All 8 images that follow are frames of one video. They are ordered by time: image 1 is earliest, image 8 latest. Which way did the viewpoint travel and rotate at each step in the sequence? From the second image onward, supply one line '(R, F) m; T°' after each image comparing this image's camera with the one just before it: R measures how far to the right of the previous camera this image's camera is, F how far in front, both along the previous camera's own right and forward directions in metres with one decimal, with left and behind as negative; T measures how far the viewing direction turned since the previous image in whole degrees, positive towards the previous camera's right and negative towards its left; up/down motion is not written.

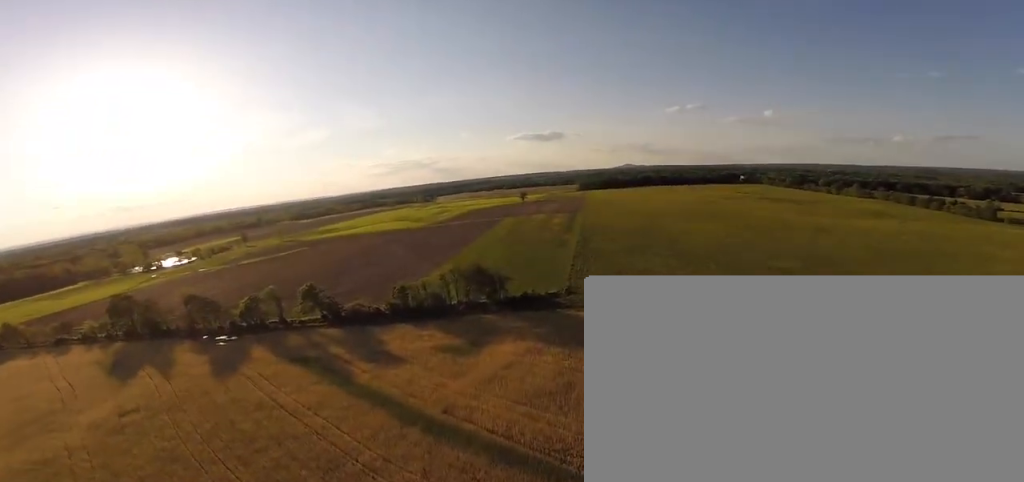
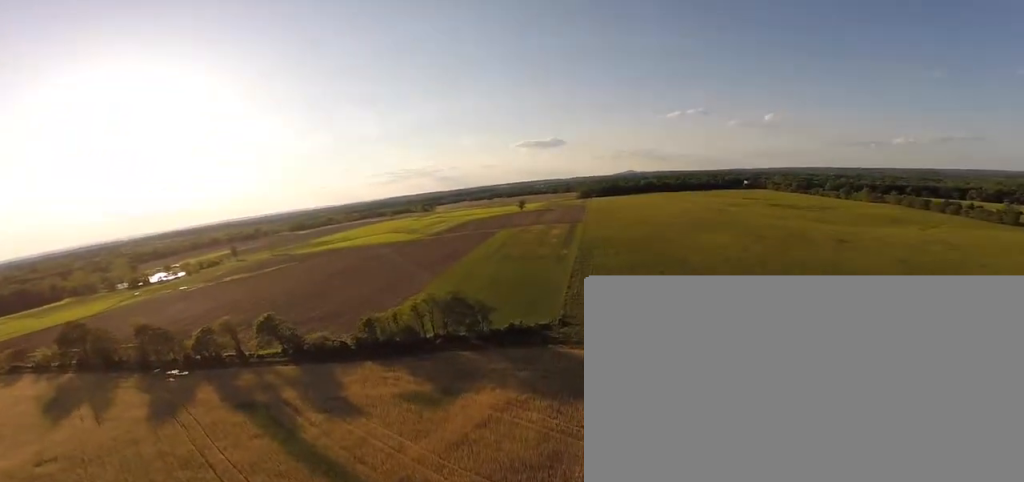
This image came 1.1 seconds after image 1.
(+0.4, +18.6) m; +3°
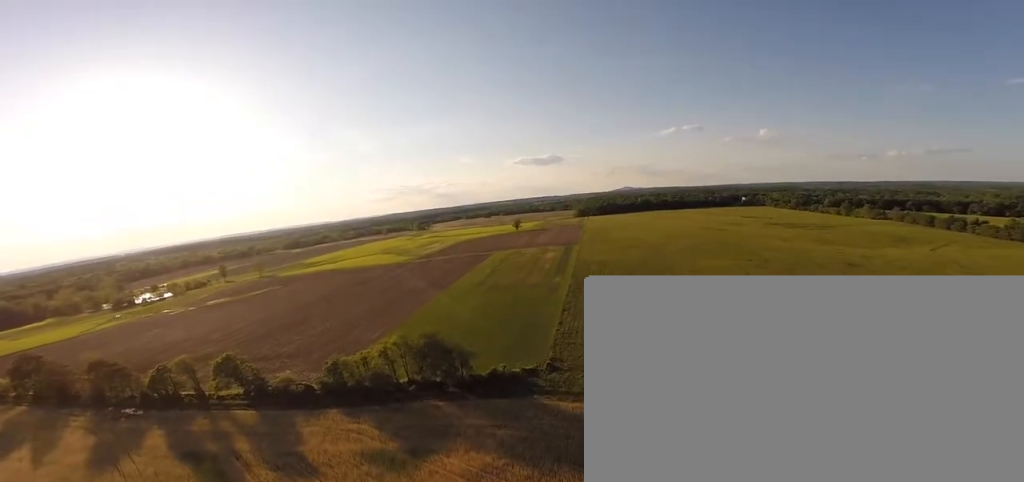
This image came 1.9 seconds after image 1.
(+0.4, +13.9) m; +1°
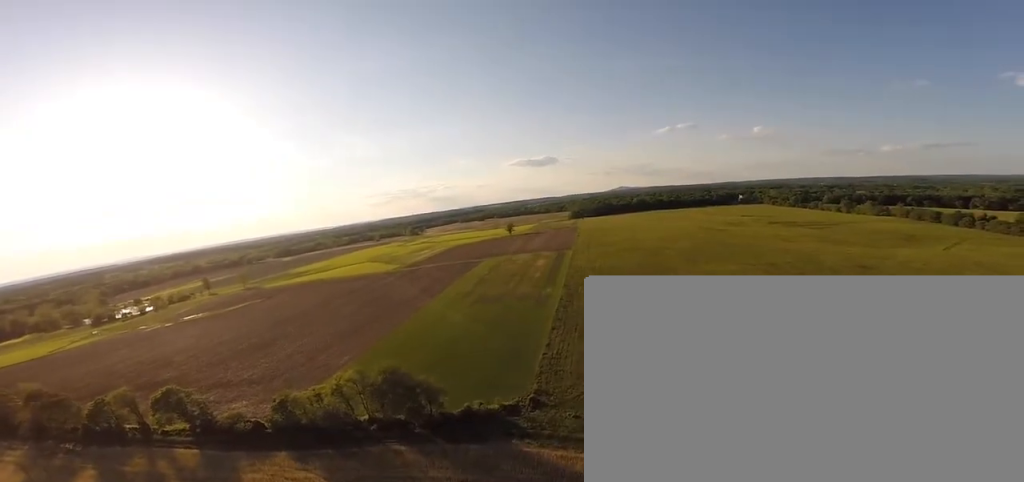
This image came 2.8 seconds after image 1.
(-0.3, +11.7) m; -2°
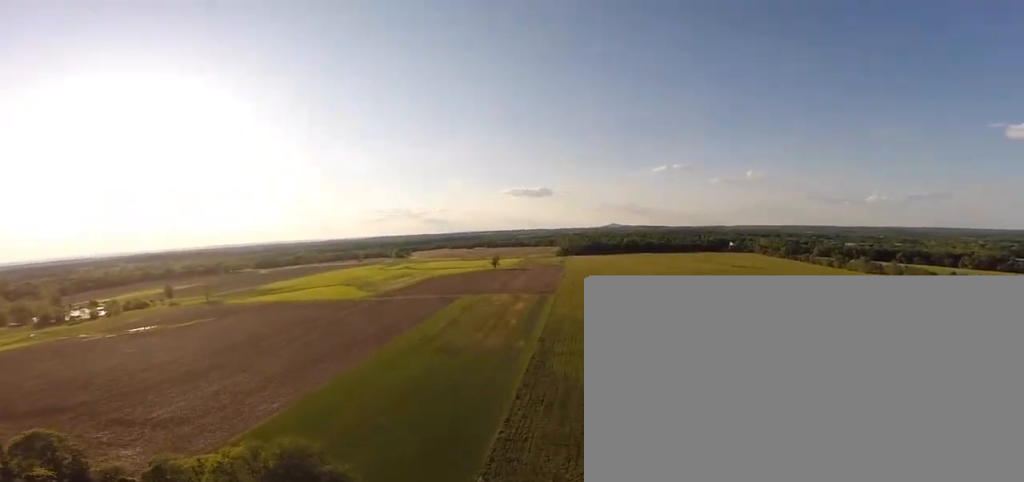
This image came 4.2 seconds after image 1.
(-0.1, +13.7) m; +1°
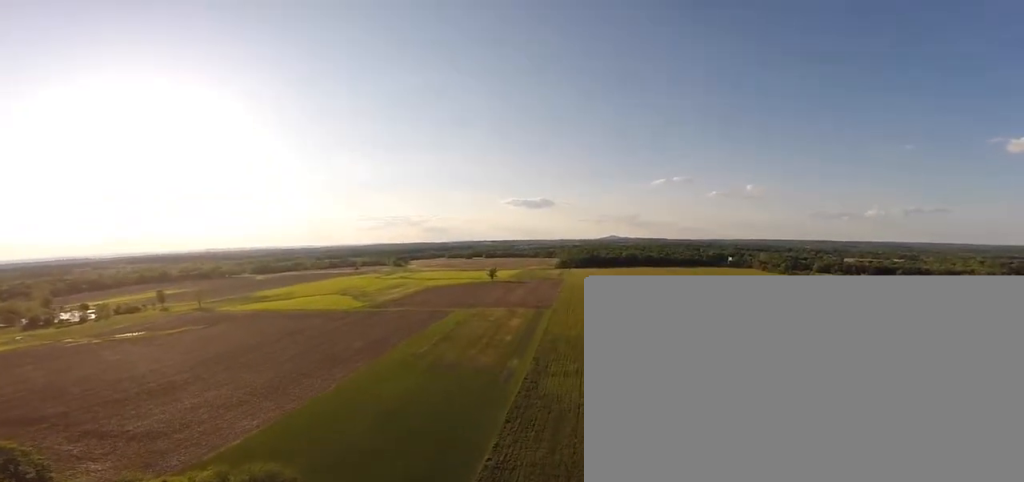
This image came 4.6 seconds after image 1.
(-0.1, +2.8) m; +2°
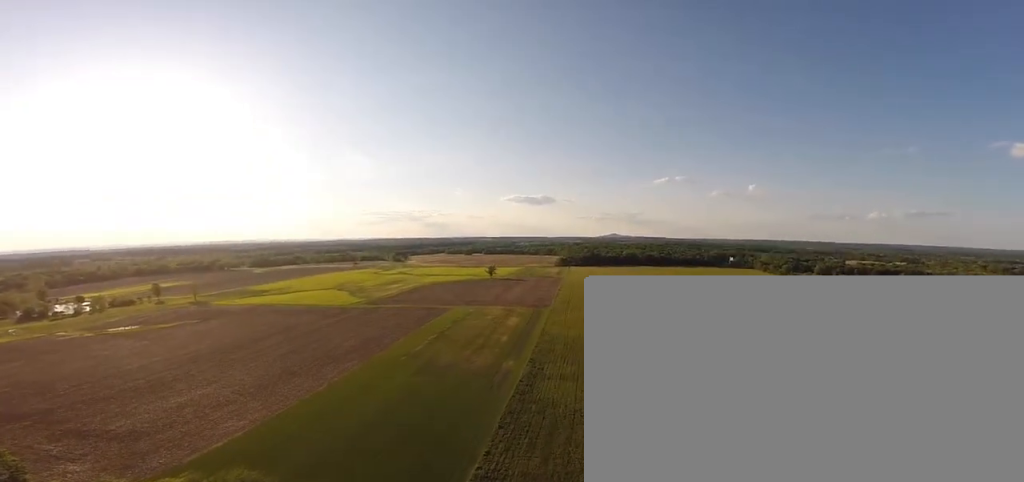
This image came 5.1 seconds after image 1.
(+0.2, +3.5) m; +2°
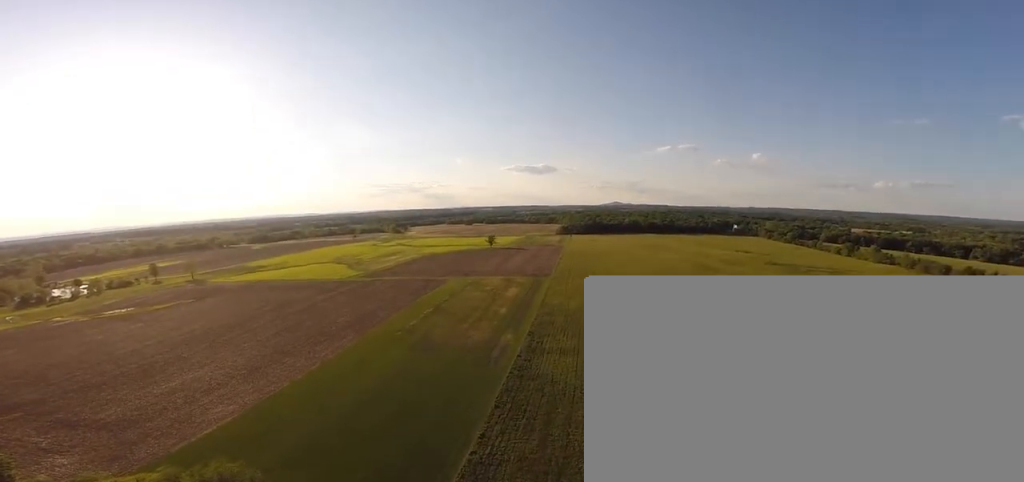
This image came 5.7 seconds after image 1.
(+0.2, +5.7) m; +3°
